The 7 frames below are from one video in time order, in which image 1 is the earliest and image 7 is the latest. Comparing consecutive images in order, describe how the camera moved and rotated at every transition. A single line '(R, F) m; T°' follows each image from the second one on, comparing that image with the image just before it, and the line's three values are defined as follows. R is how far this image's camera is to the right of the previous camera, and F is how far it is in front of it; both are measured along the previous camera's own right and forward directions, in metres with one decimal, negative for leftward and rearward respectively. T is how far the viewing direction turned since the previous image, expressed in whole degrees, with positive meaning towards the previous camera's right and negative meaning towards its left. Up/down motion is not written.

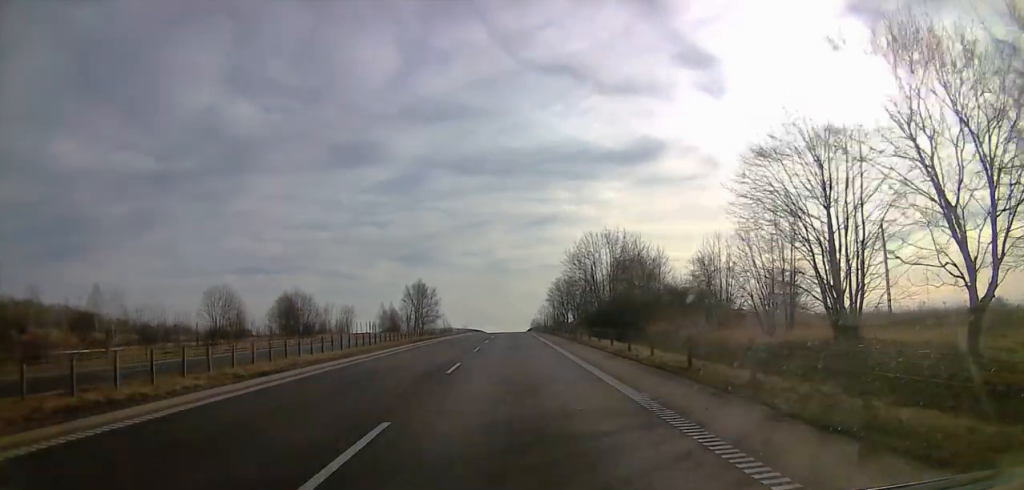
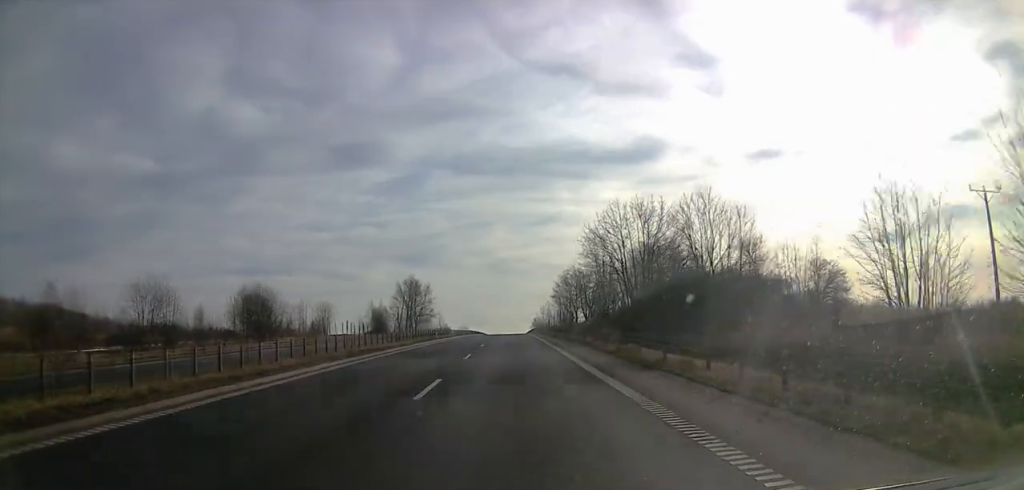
(-0.4, +16.6) m; -1°
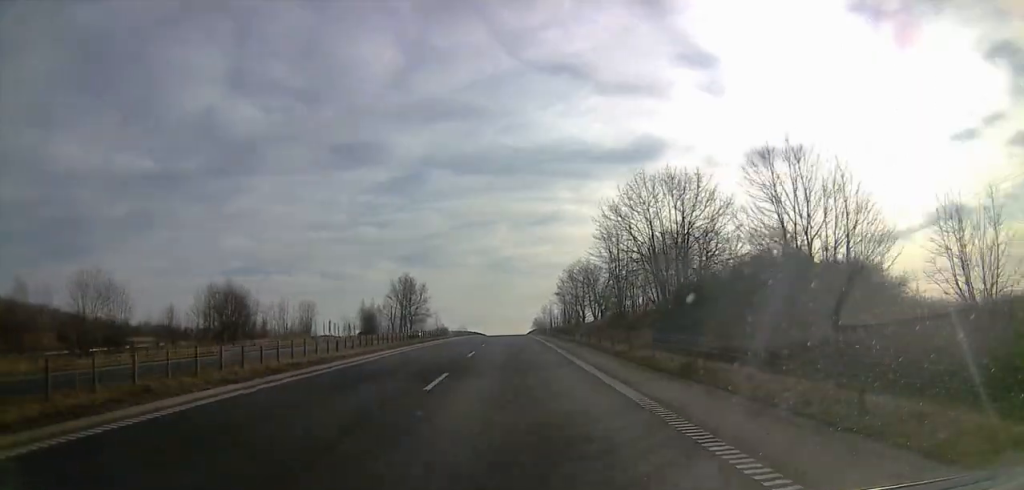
(-0.1, +9.9) m; 0°
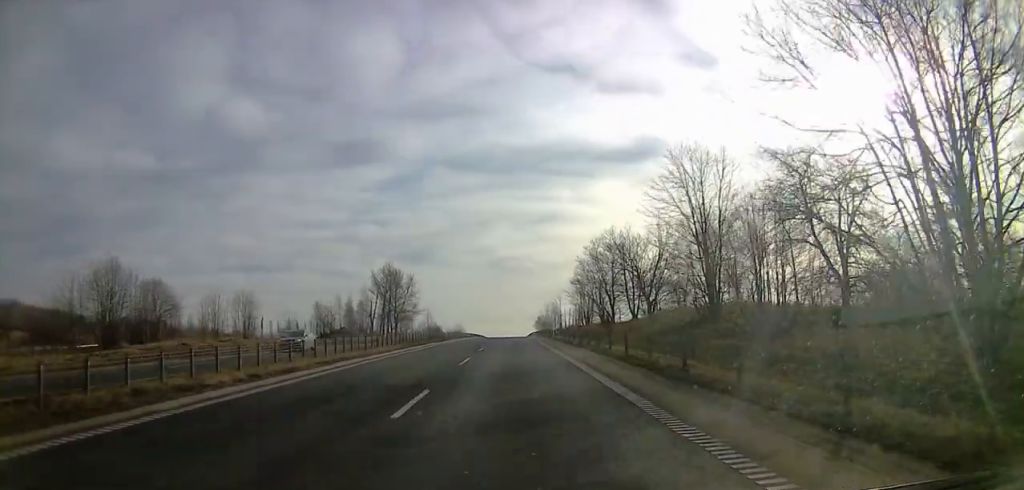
(+0.3, +27.6) m; 0°
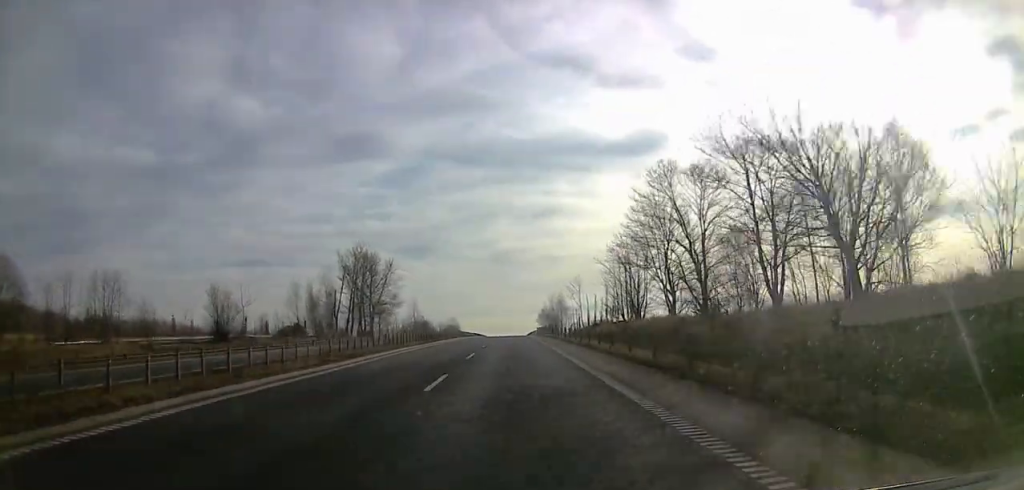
(-0.8, +31.5) m; -1°
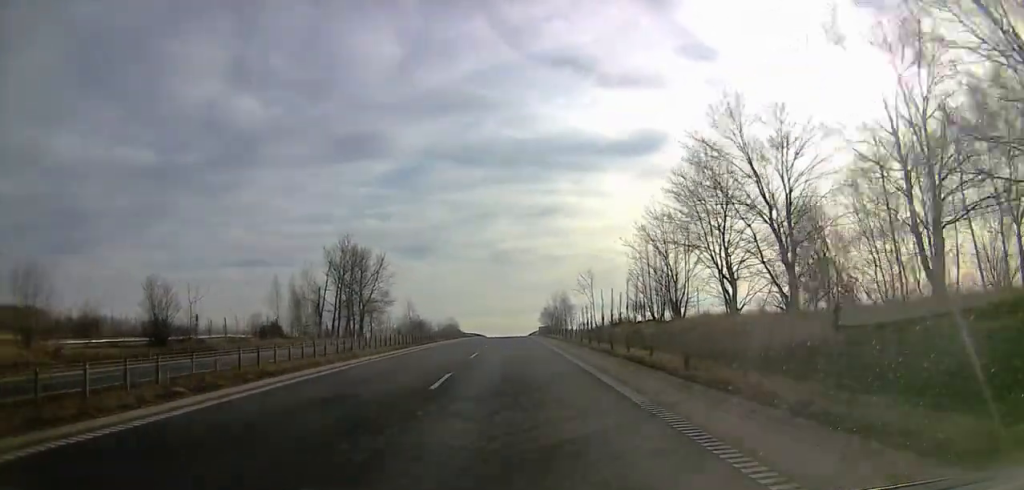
(-0.1, +10.7) m; +1°
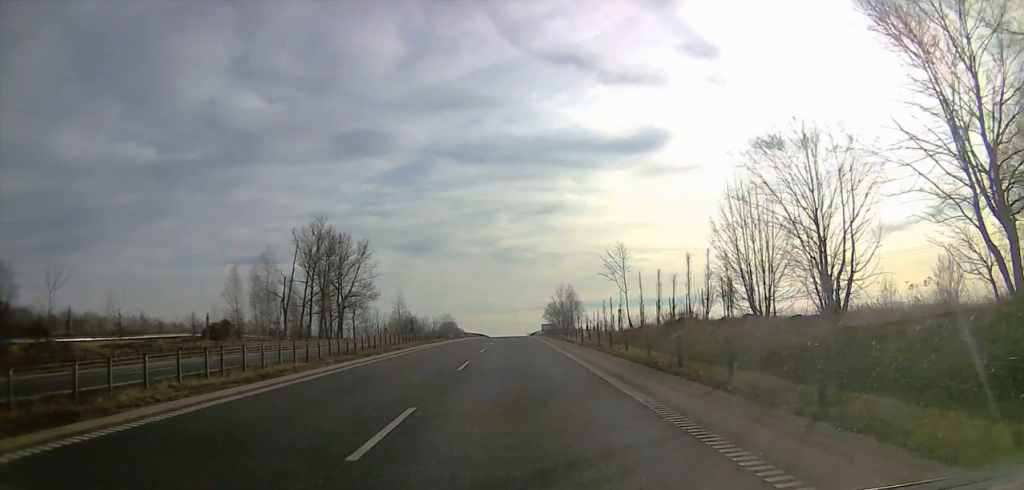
(+0.5, +18.4) m; +1°
